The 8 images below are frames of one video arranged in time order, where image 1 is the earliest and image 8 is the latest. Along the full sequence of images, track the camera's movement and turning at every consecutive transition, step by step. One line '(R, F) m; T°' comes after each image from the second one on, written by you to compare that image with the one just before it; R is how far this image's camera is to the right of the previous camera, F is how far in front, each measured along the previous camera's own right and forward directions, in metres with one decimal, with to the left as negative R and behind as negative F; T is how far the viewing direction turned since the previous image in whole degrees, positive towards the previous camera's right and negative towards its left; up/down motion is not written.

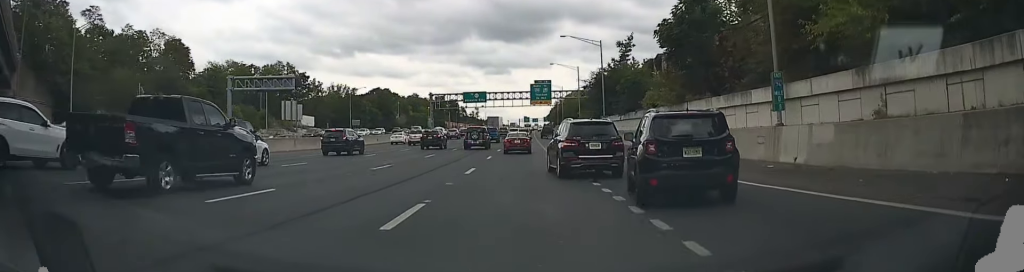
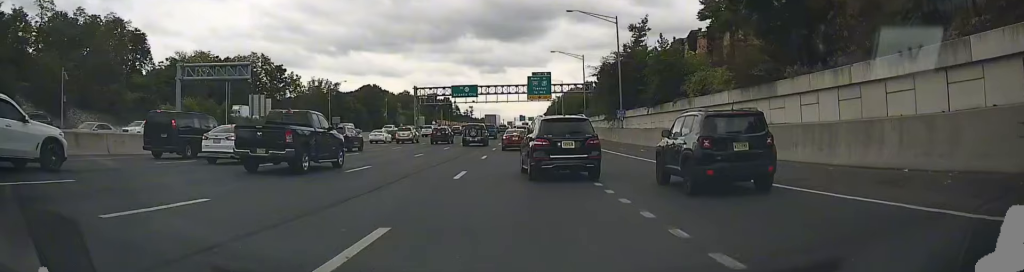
(+0.1, +14.8) m; +2°
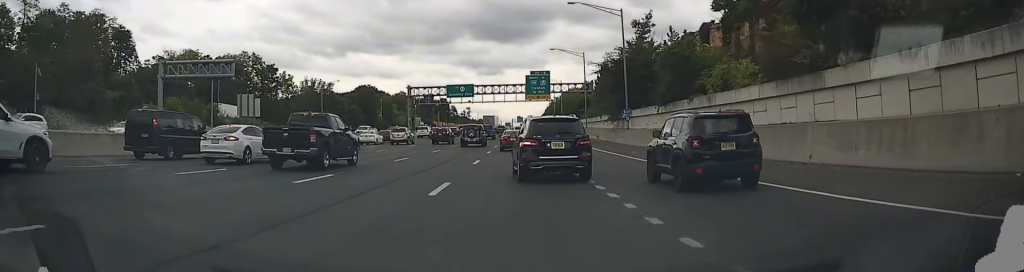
(+0.1, +4.5) m; +1°
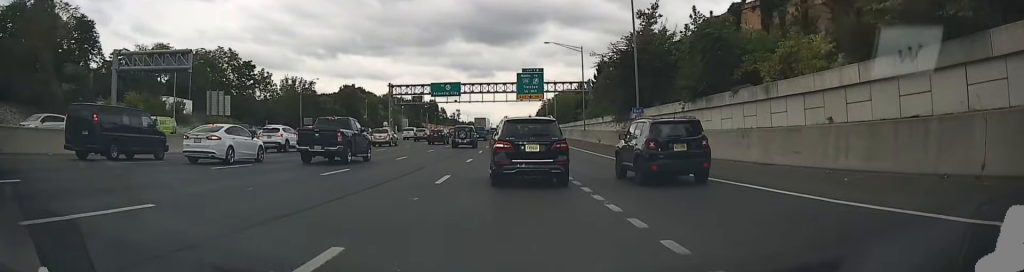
(+0.1, +8.9) m; +1°
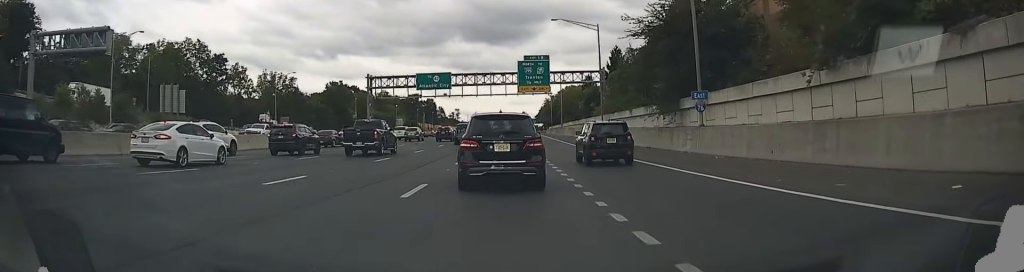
(0.0, +16.3) m; 0°
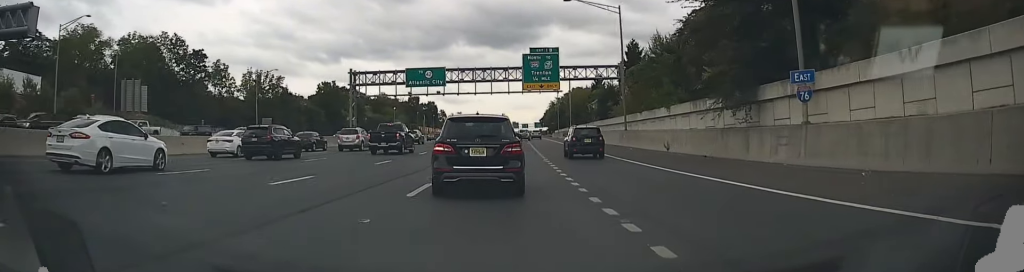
(-0.1, +11.5) m; 0°
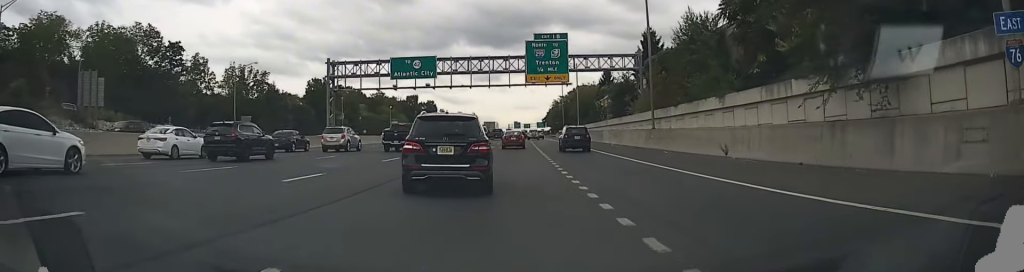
(0.0, +10.0) m; -3°
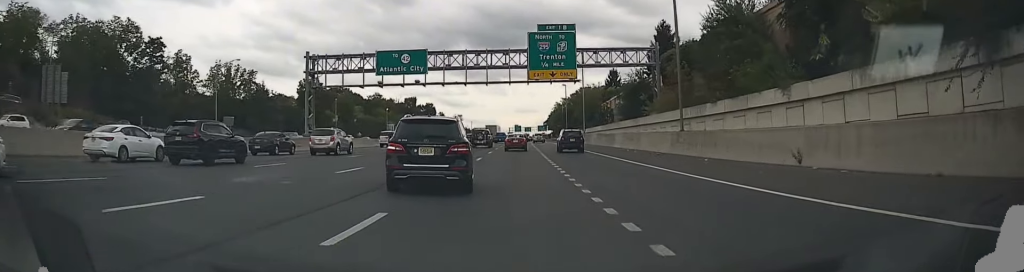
(-0.4, +7.5) m; -1°
